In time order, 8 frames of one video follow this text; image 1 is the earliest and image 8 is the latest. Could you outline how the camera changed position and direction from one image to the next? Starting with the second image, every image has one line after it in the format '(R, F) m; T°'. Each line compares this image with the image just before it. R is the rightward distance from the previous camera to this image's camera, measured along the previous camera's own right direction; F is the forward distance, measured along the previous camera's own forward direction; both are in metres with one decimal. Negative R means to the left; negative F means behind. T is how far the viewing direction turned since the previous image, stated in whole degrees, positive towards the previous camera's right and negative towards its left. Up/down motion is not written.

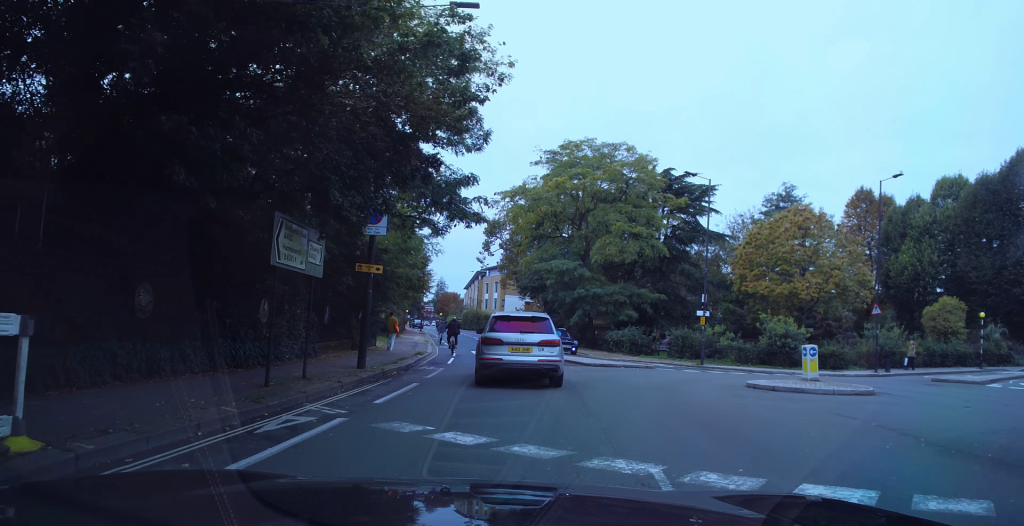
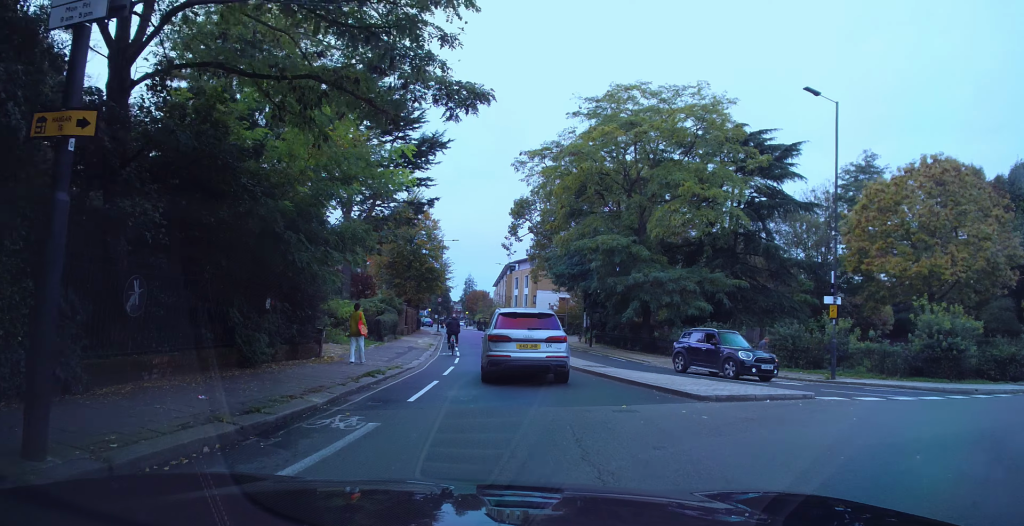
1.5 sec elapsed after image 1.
(-1.2, +12.1) m; -8°
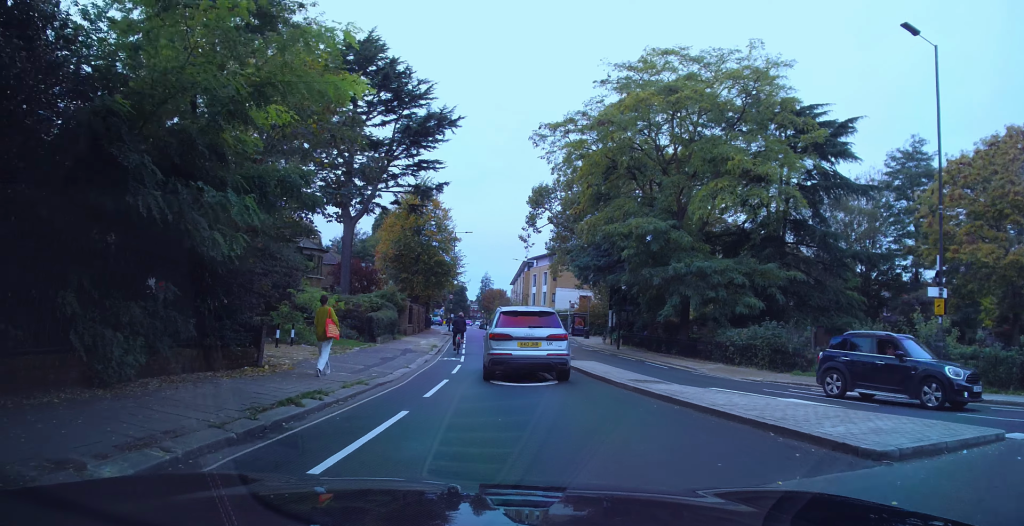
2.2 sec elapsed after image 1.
(-0.1, +5.6) m; -1°
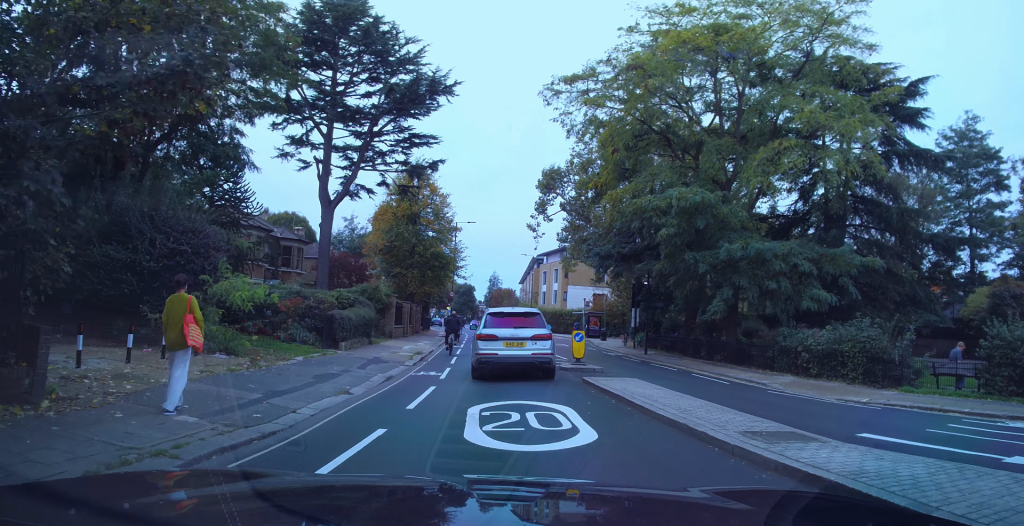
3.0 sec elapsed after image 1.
(+0.3, +6.9) m; -1°
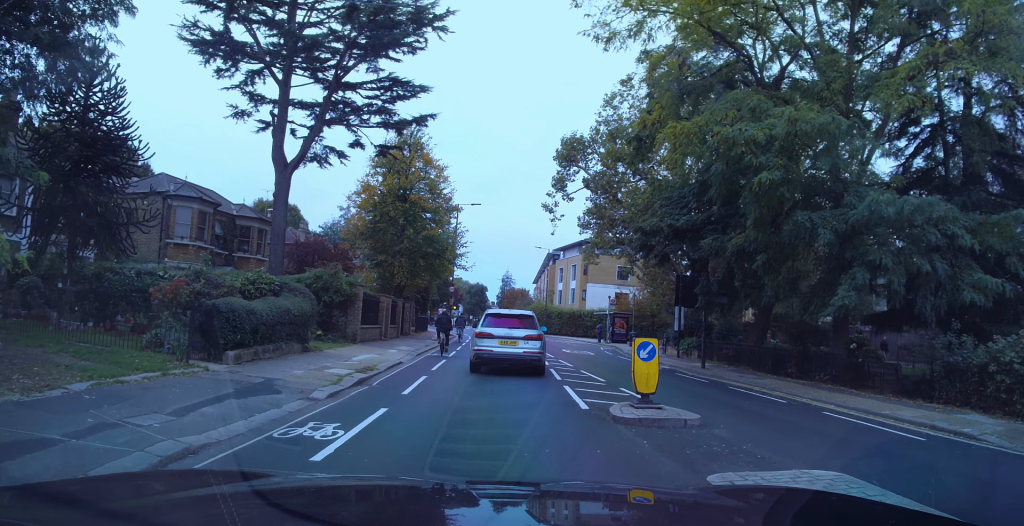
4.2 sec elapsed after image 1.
(-0.5, +9.7) m; -2°
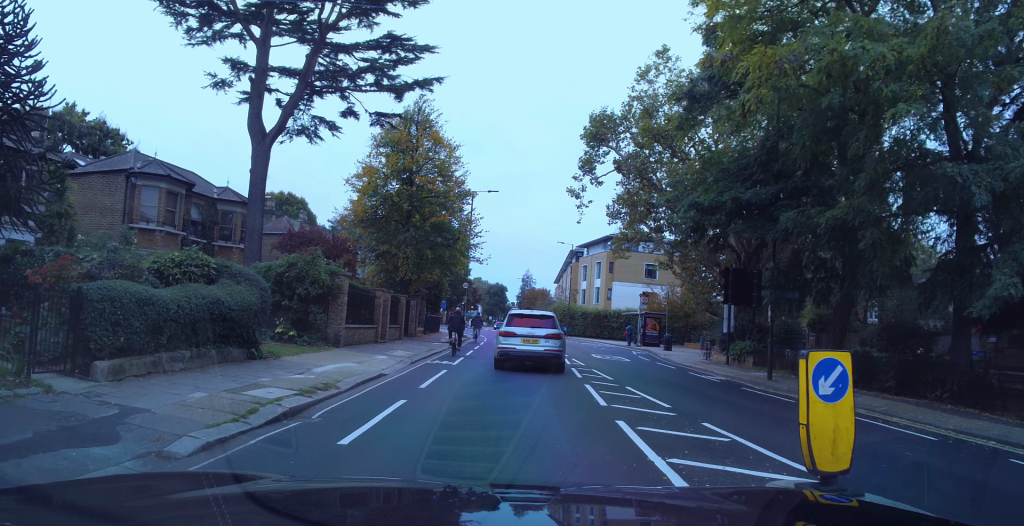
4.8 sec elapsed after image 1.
(0.0, +5.6) m; +1°
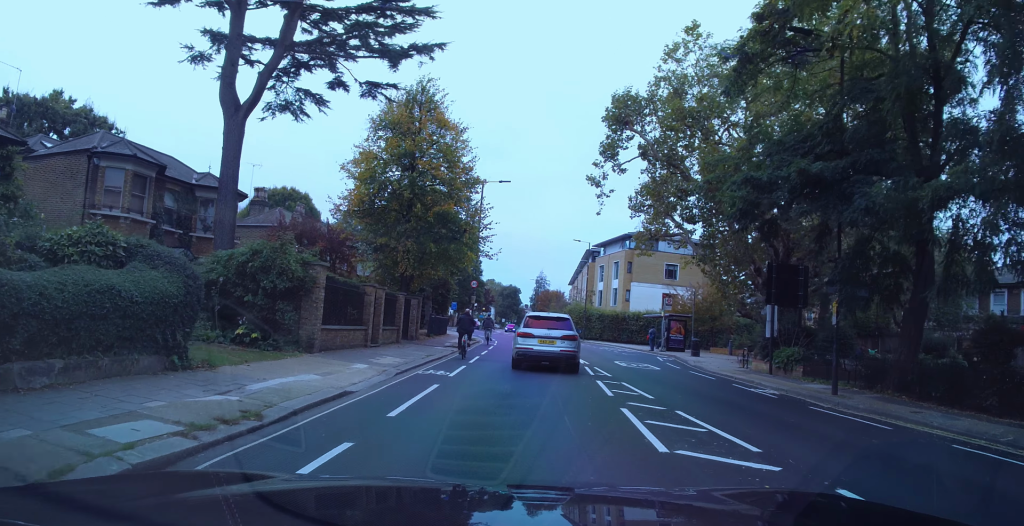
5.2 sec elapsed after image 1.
(+0.1, +4.1) m; 0°
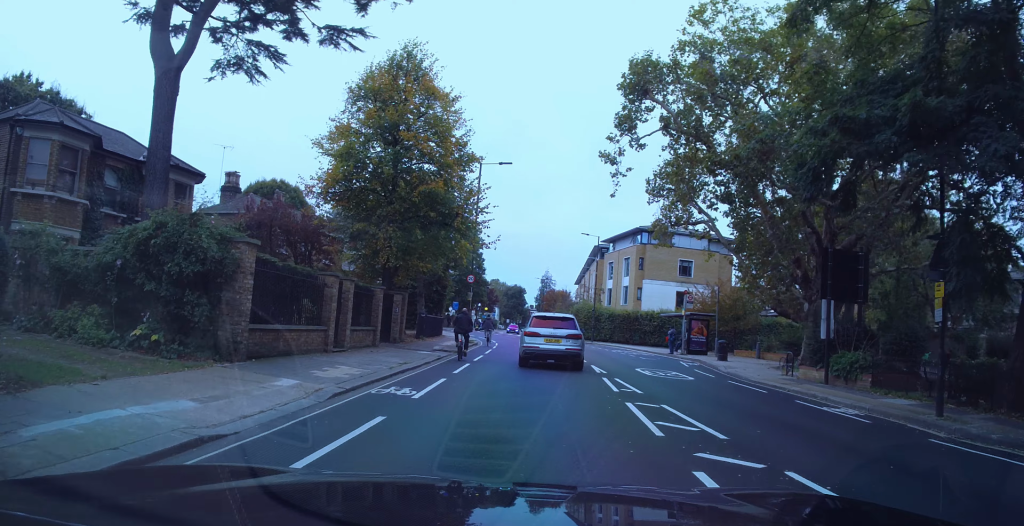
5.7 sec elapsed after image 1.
(+0.1, +5.1) m; 0°
